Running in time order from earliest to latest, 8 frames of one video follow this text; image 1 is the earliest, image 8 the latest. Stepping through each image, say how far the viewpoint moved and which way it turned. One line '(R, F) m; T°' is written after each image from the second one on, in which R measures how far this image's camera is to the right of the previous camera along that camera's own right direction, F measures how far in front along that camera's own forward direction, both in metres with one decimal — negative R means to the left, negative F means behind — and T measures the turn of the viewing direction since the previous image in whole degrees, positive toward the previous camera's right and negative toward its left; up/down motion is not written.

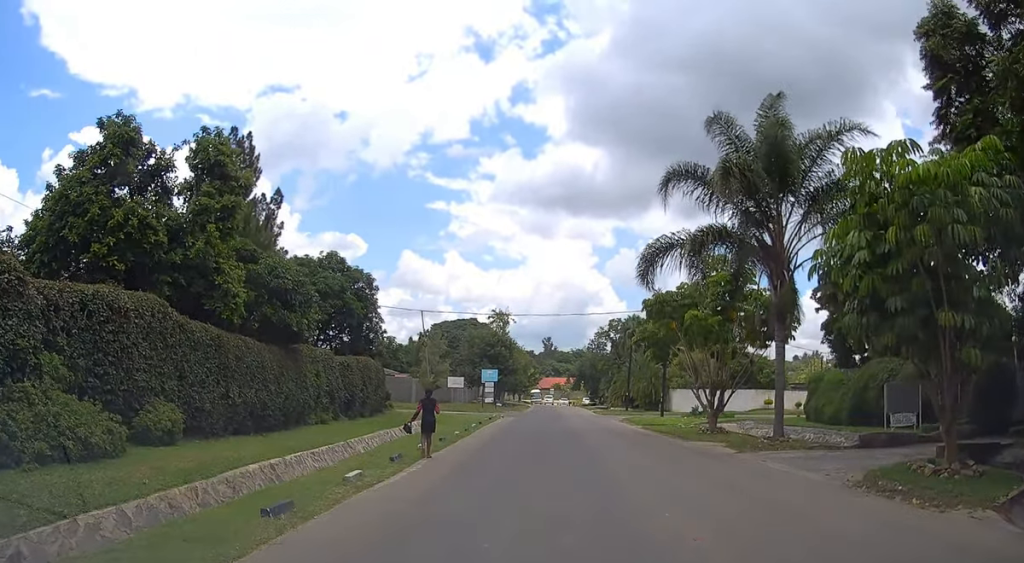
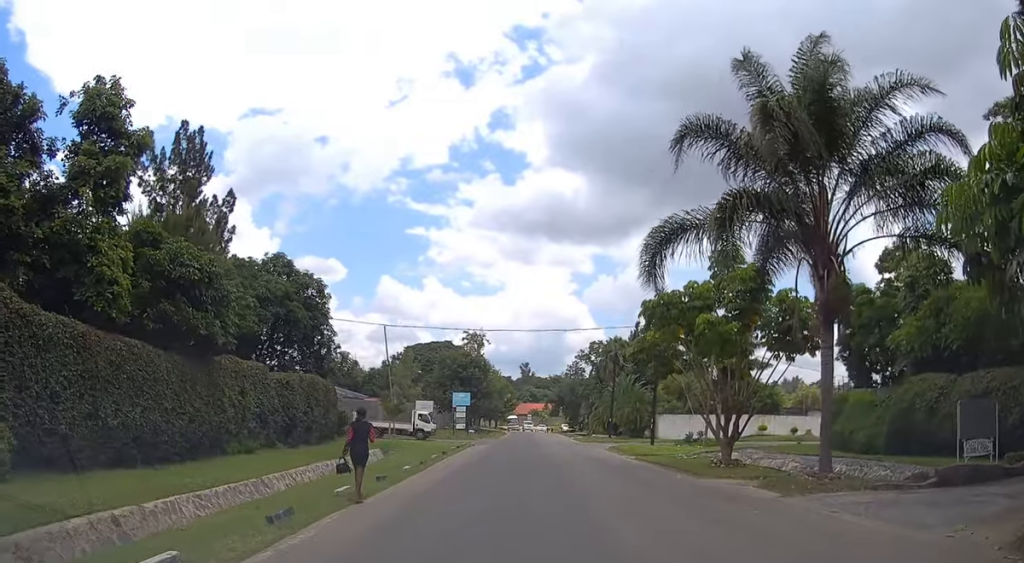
(0.0, +4.1) m; 0°
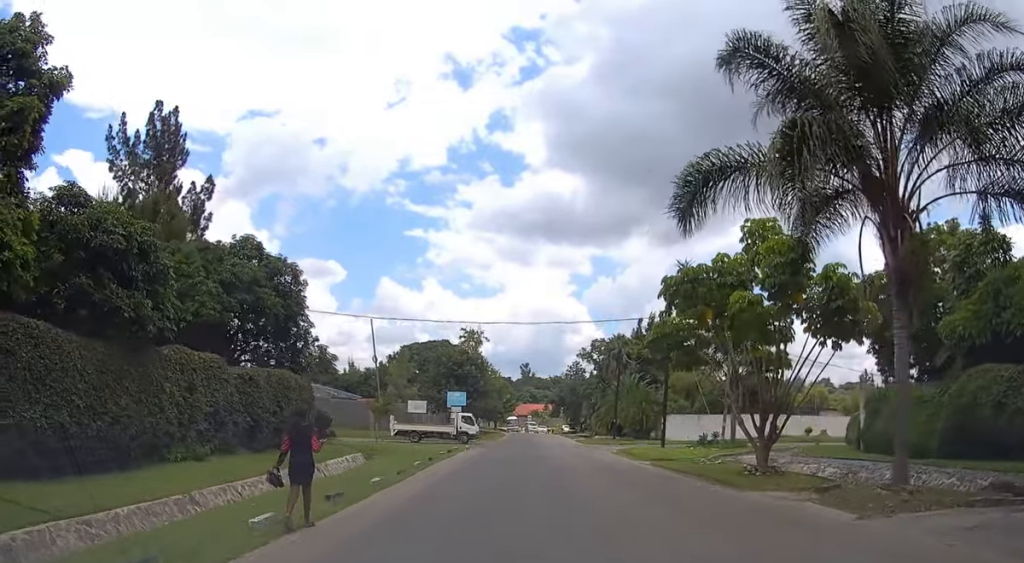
(+0.1, +3.1) m; +1°
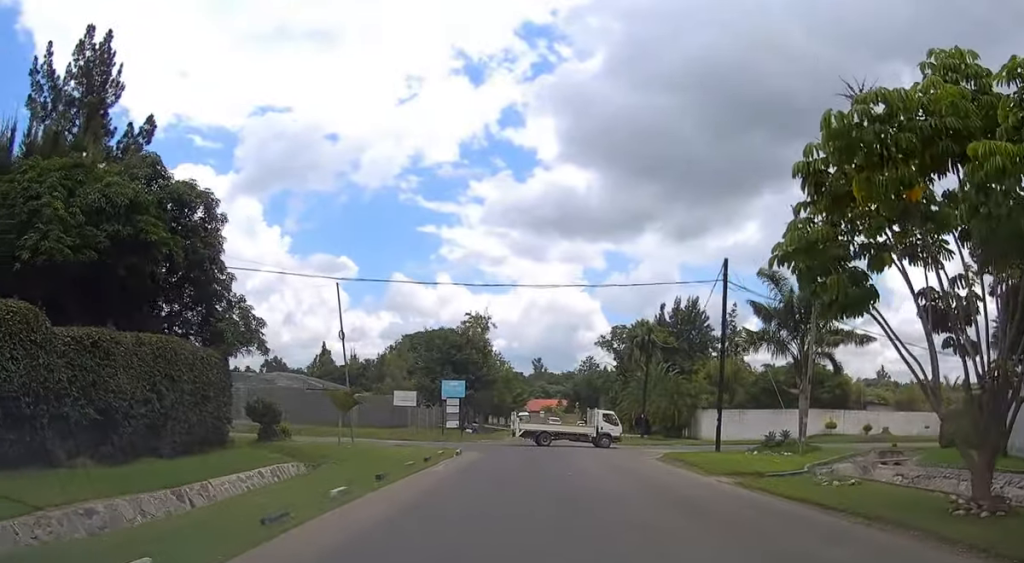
(0.0, +8.9) m; -1°
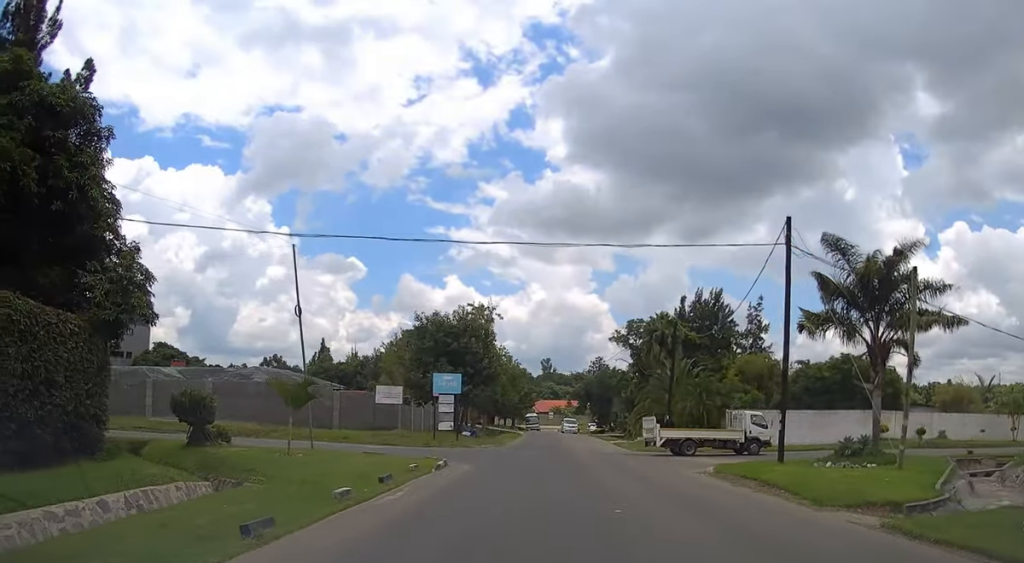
(-0.1, +7.2) m; 0°
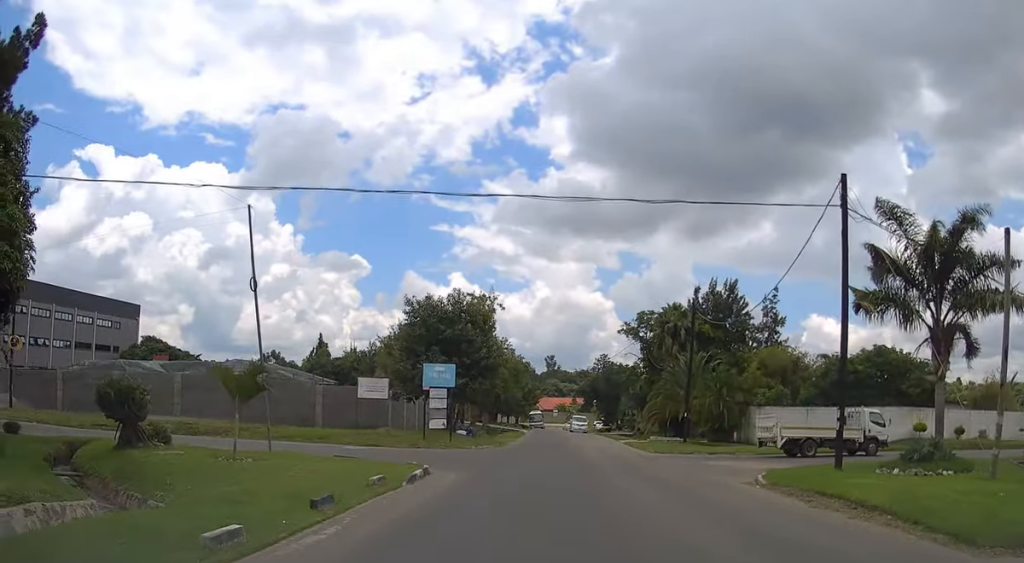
(0.0, +4.8) m; 0°
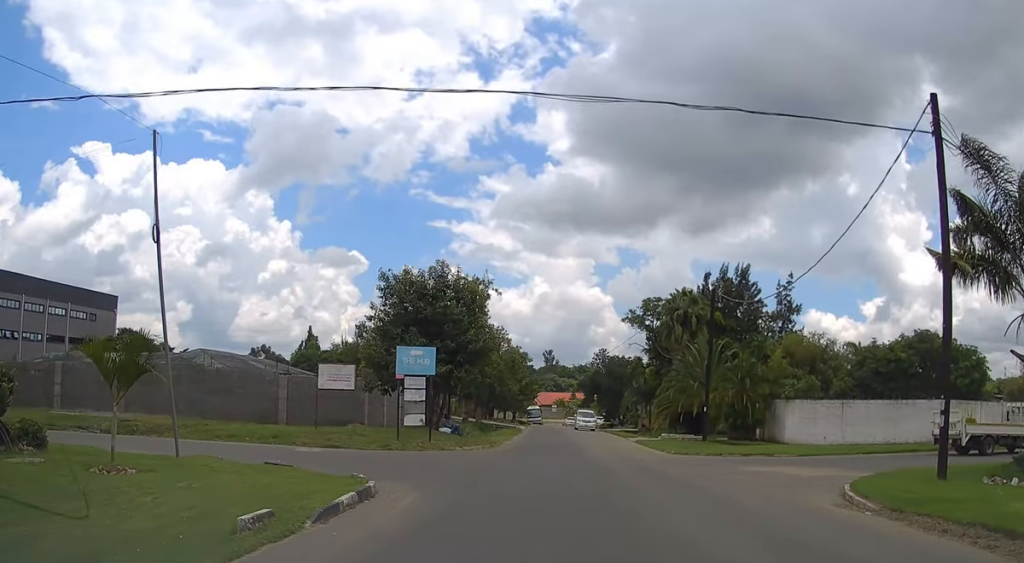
(0.0, +6.3) m; -2°
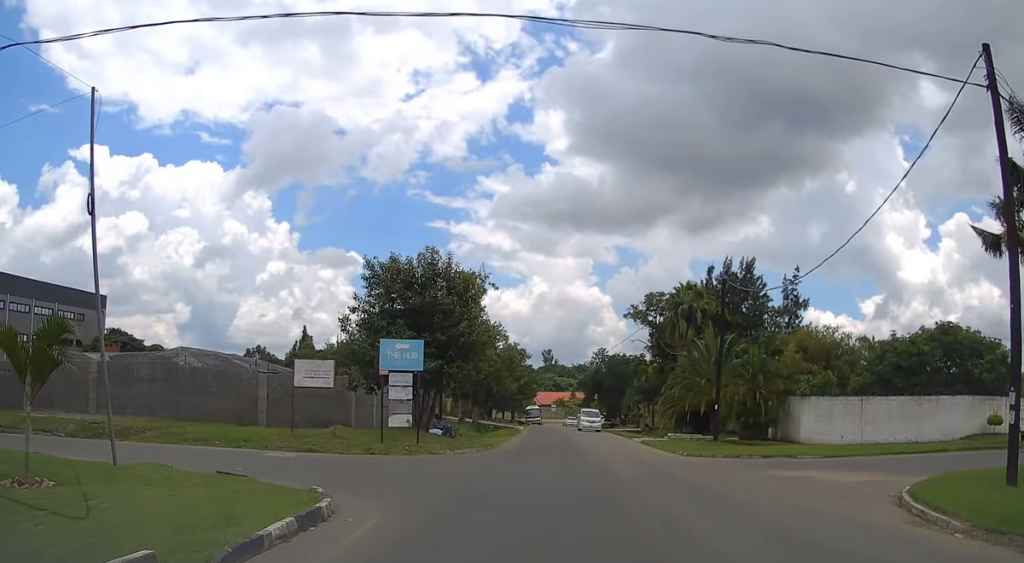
(-0.1, +2.9) m; -1°
